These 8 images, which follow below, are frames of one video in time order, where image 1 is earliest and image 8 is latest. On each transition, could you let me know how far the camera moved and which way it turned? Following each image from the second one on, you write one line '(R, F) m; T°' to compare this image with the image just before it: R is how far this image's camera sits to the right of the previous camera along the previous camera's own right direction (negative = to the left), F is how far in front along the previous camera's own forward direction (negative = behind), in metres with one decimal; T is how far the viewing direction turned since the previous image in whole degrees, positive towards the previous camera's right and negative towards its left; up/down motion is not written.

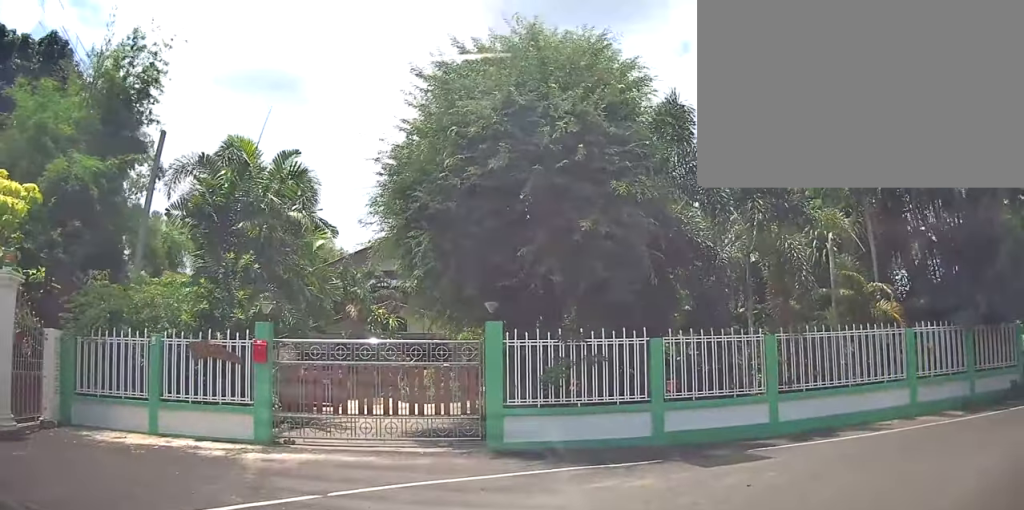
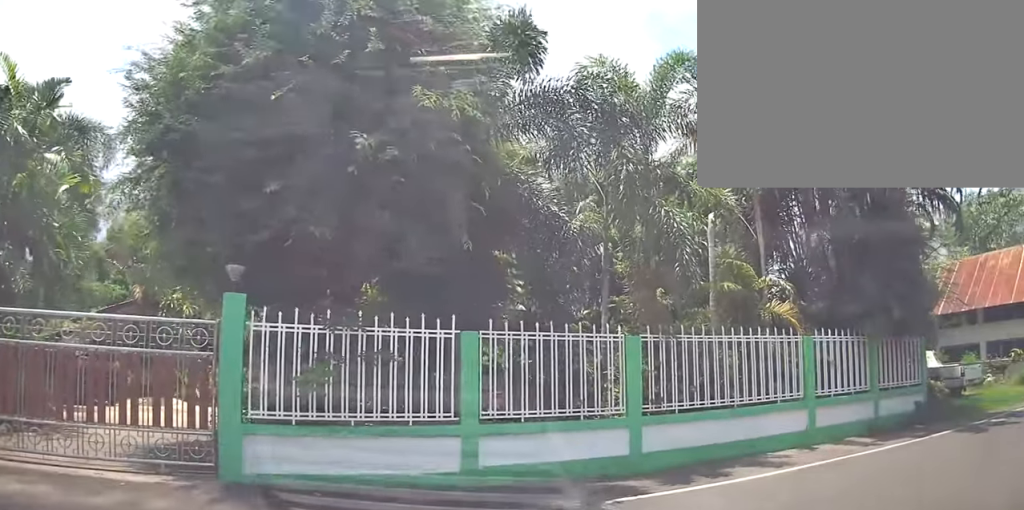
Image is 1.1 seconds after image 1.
(+0.7, +3.5) m; +19°
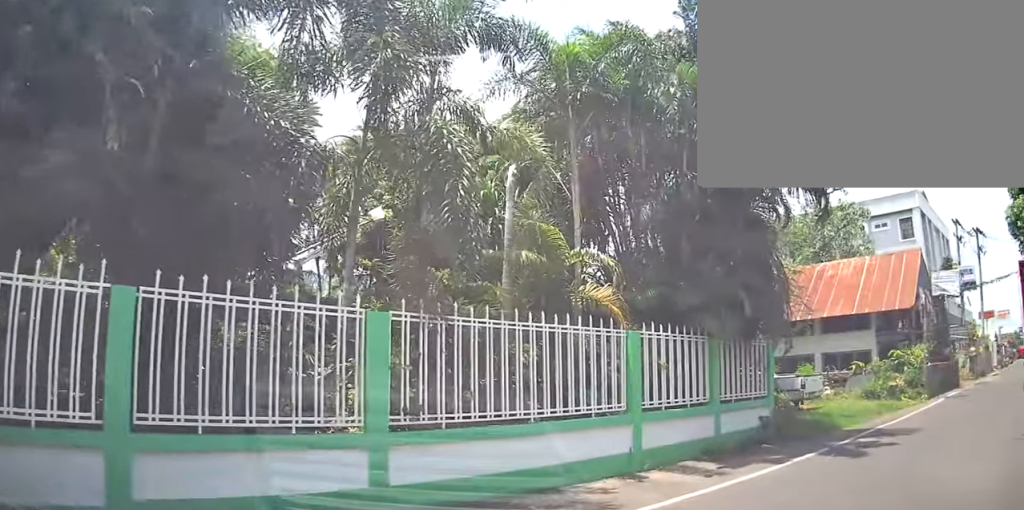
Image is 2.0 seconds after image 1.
(+0.3, +2.6) m; +16°
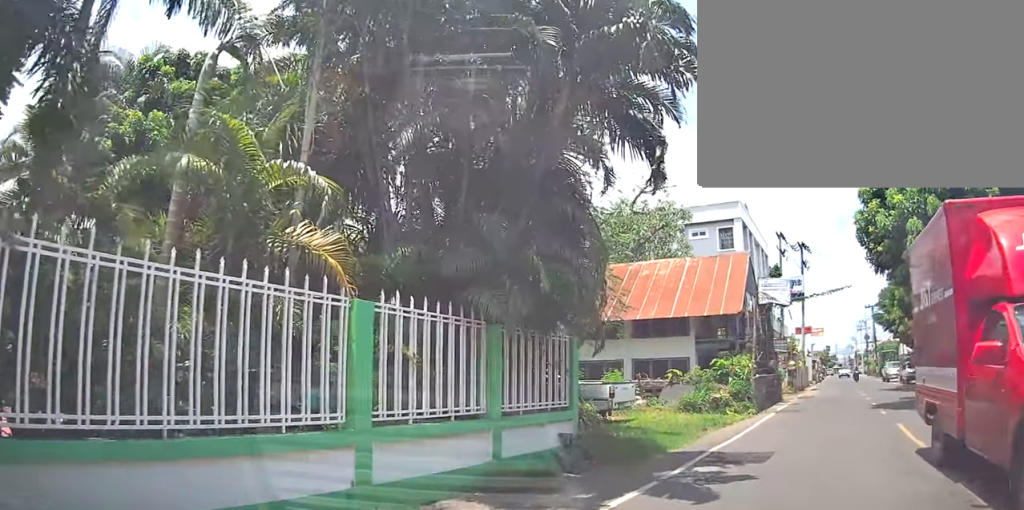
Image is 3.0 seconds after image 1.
(+0.5, +2.3) m; +30°
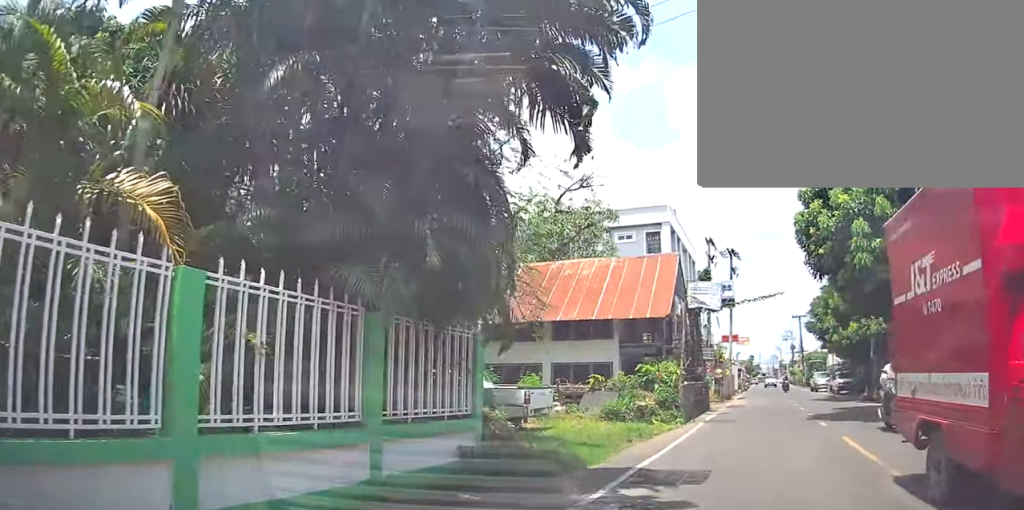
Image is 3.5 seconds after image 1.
(0.0, +1.0) m; +15°
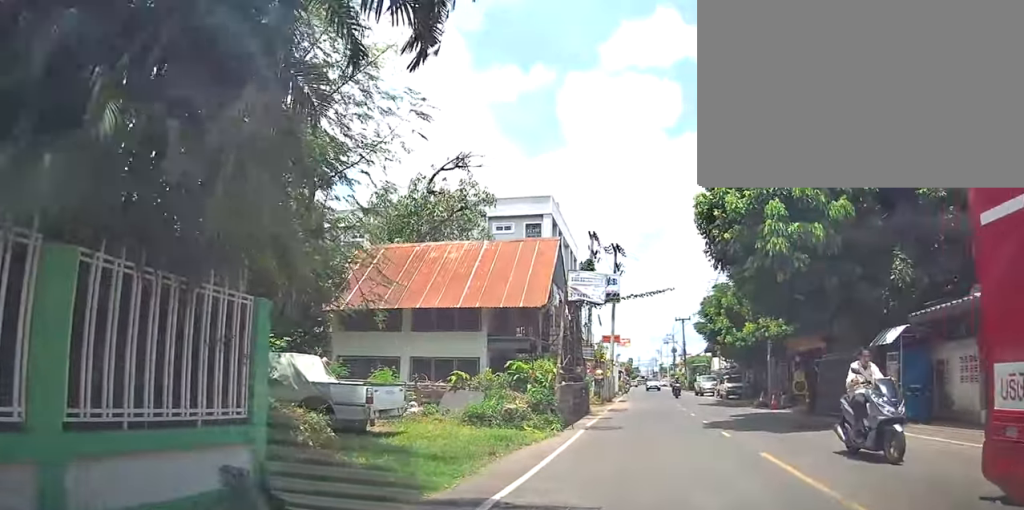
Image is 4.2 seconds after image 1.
(+0.5, +1.7) m; +18°
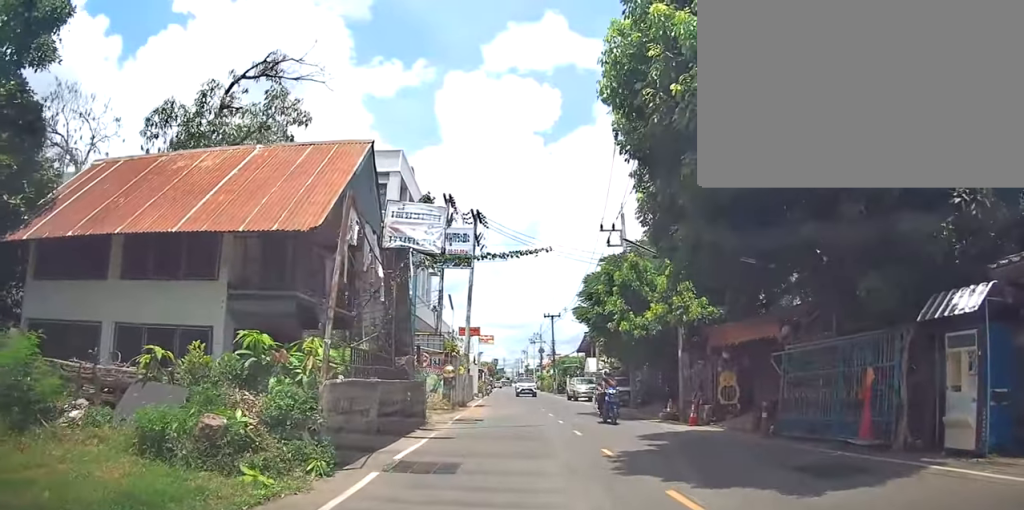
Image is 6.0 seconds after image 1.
(+1.5, +5.2) m; +18°
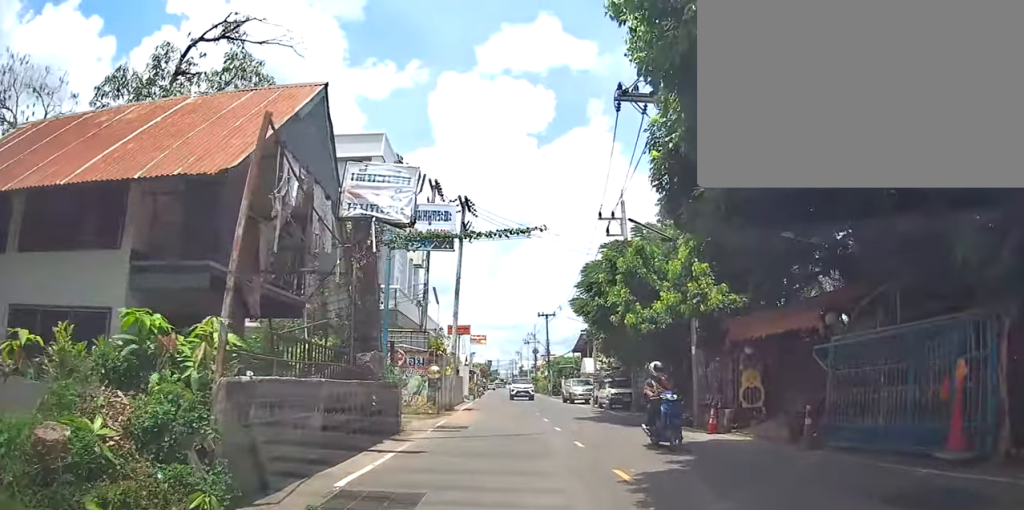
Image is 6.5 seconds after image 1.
(+0.1, +1.8) m; -2°
